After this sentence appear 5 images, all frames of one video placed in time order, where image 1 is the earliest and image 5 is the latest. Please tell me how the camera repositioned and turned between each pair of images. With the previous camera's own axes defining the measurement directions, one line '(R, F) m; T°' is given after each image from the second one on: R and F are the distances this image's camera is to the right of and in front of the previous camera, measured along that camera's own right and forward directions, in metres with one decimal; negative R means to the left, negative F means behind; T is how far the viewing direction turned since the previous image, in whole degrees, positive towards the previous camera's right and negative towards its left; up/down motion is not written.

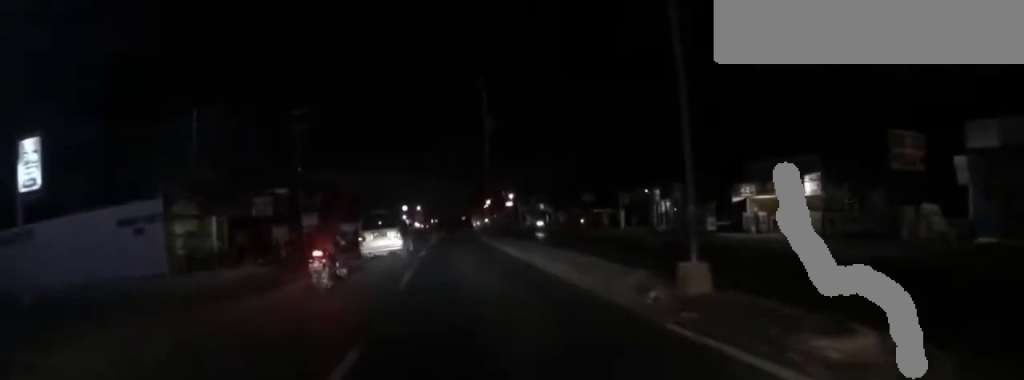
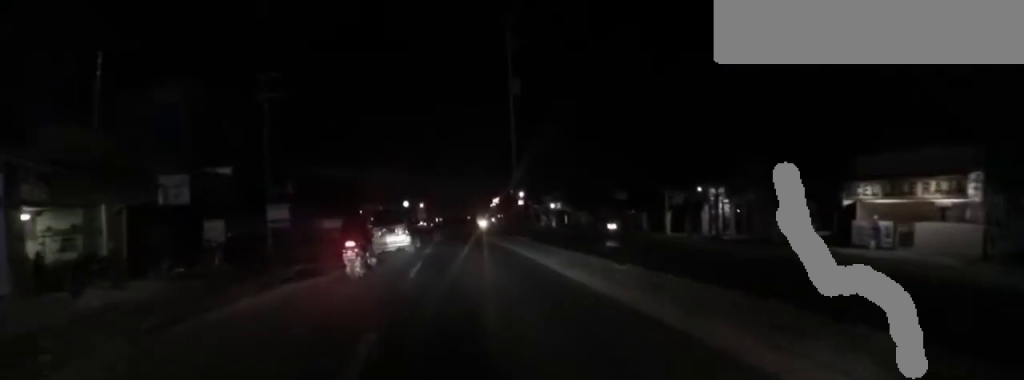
(+0.3, +7.2) m; 0°
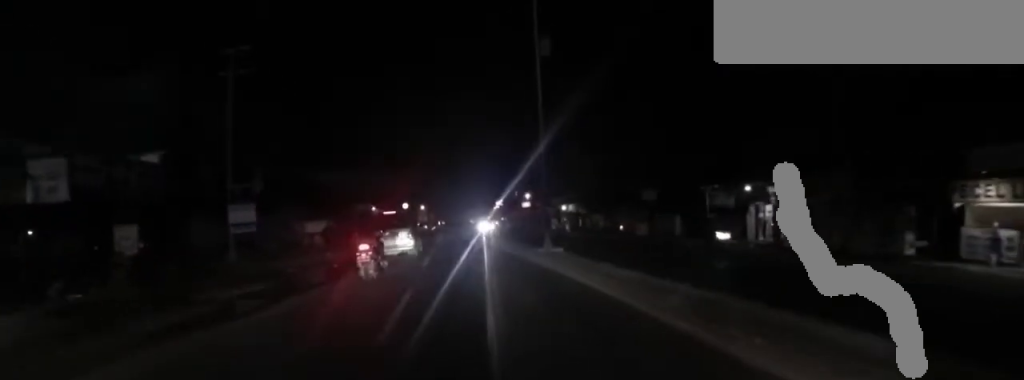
(-0.2, +5.0) m; -1°
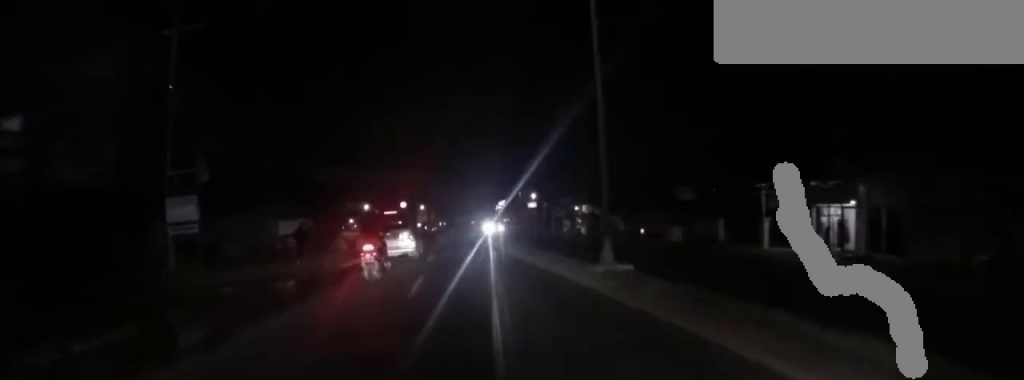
(-0.1, +5.0) m; -1°
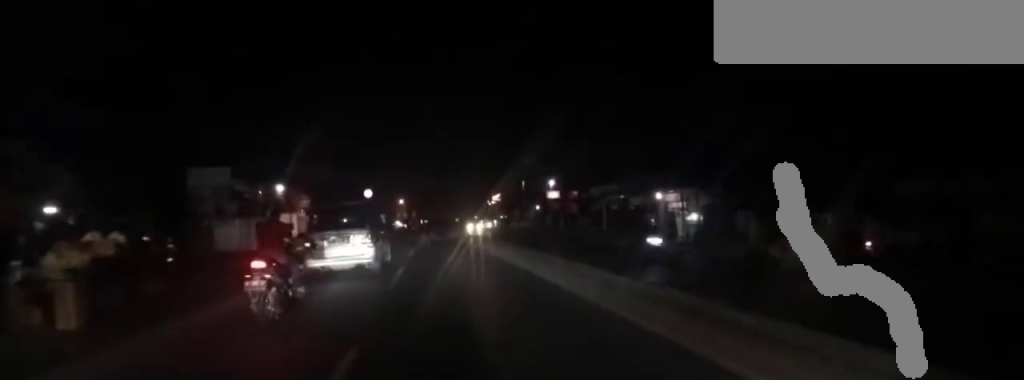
(+2.0, +21.8) m; +2°
